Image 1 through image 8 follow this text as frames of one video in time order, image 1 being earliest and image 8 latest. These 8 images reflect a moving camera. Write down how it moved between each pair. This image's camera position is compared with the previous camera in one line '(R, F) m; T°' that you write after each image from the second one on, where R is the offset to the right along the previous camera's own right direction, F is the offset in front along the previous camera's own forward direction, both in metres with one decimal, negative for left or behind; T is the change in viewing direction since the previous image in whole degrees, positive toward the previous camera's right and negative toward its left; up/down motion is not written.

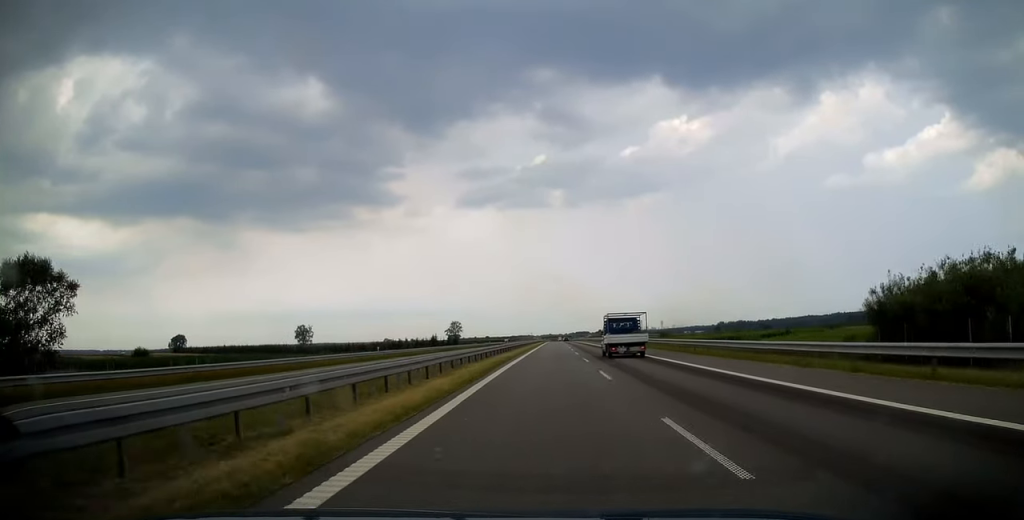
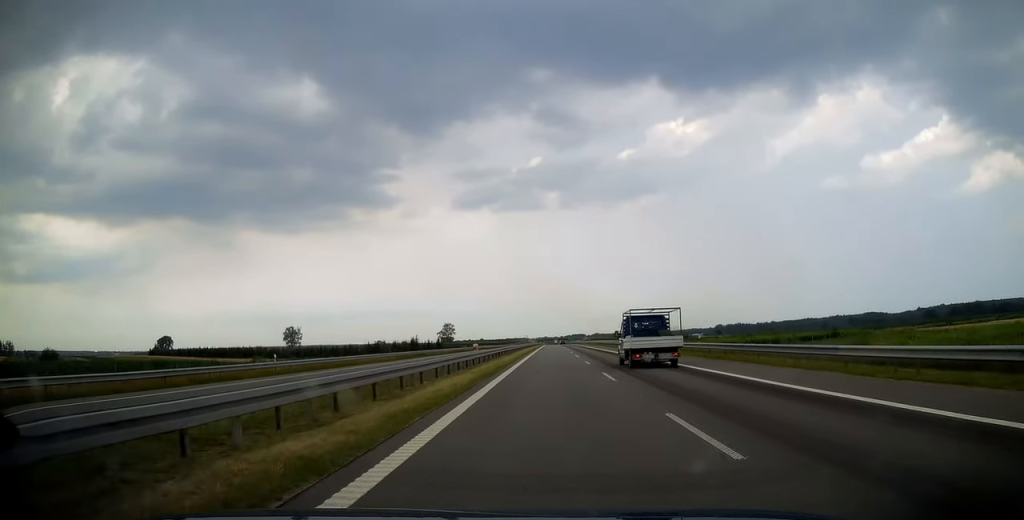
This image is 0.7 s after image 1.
(0.0, +23.0) m; +1°
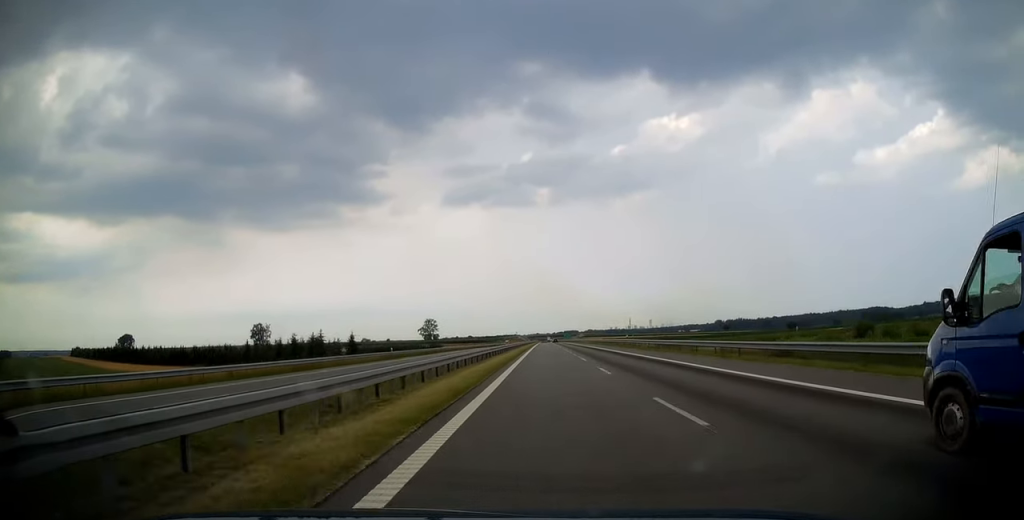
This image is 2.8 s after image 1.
(+1.2, +69.5) m; +1°
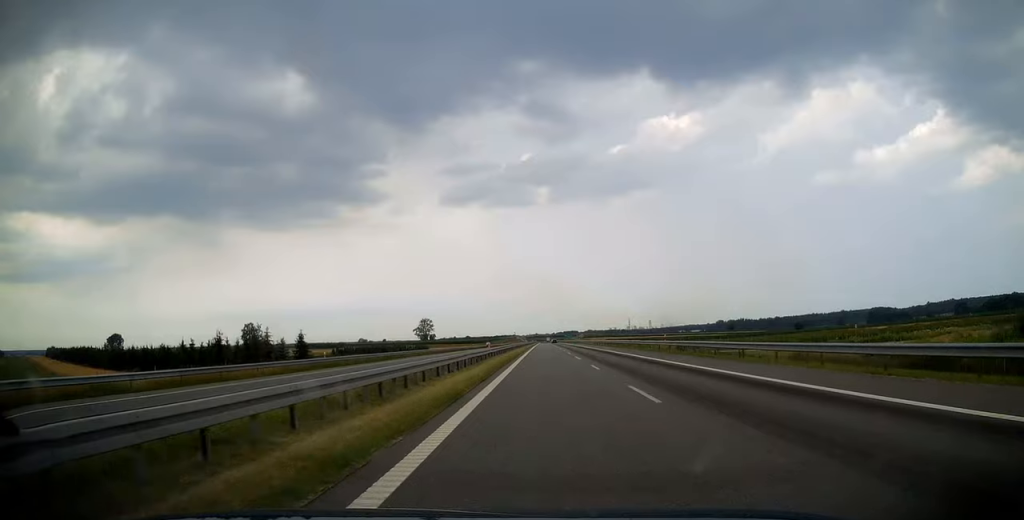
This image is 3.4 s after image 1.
(-0.2, +20.7) m; 0°
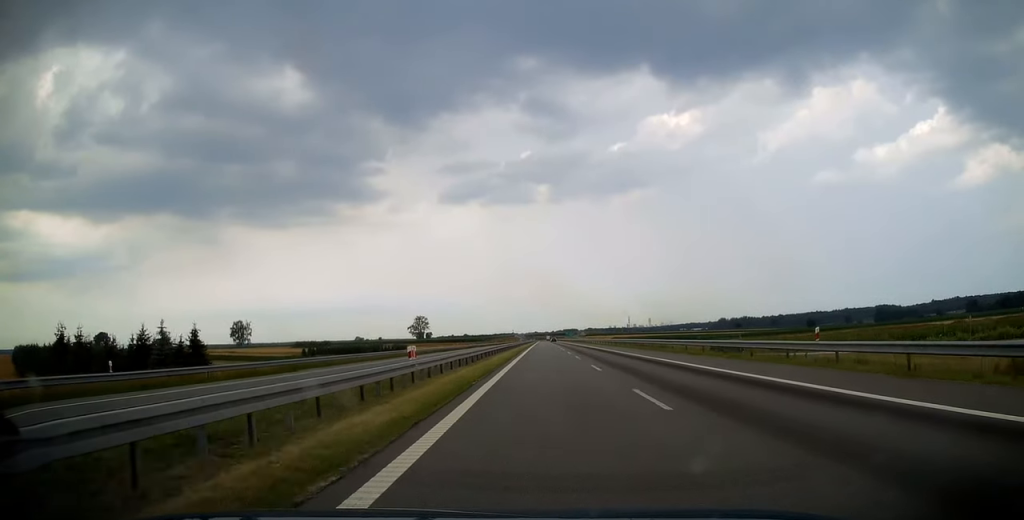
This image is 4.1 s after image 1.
(+0.3, +25.2) m; +1°
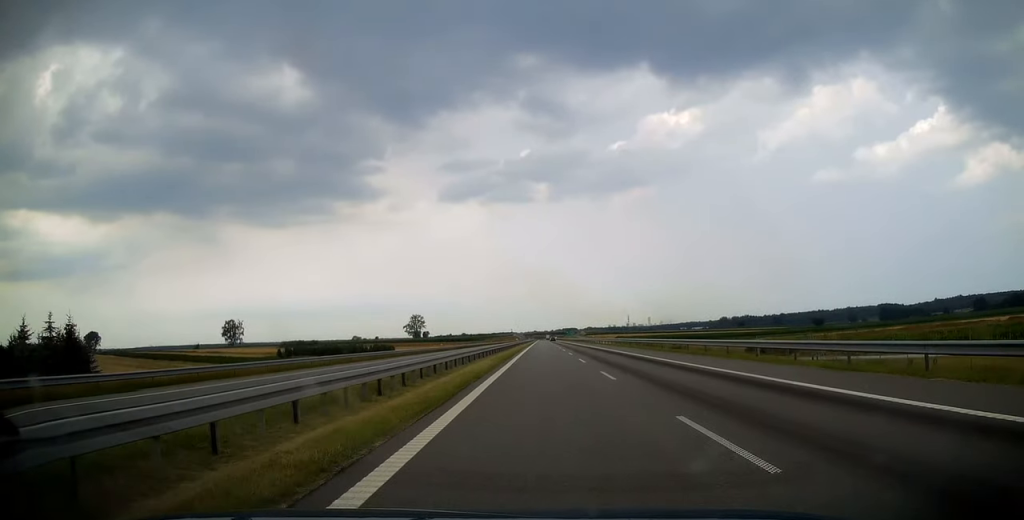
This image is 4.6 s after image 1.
(0.0, +16.8) m; 0°
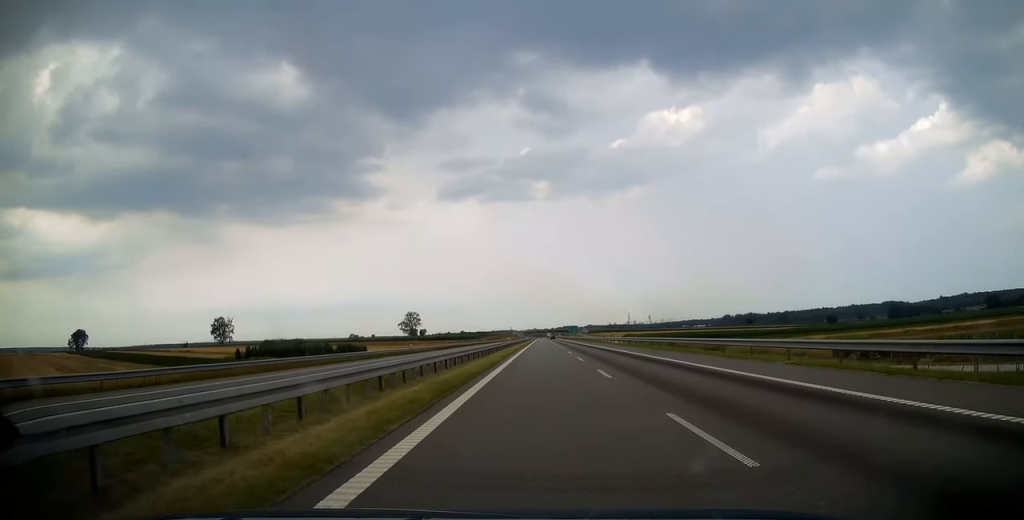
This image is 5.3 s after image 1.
(0.0, +23.6) m; 0°
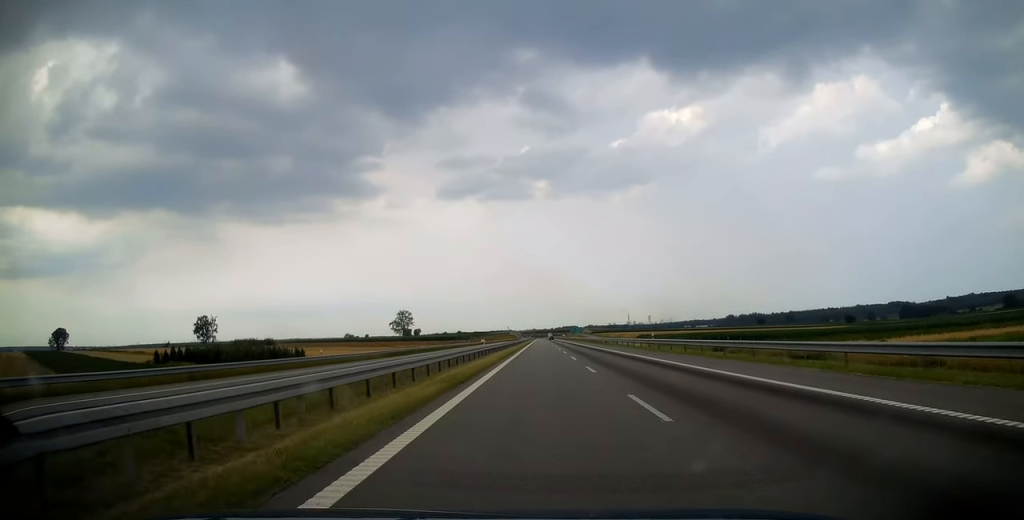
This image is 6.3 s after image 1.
(0.0, +32.5) m; 0°
